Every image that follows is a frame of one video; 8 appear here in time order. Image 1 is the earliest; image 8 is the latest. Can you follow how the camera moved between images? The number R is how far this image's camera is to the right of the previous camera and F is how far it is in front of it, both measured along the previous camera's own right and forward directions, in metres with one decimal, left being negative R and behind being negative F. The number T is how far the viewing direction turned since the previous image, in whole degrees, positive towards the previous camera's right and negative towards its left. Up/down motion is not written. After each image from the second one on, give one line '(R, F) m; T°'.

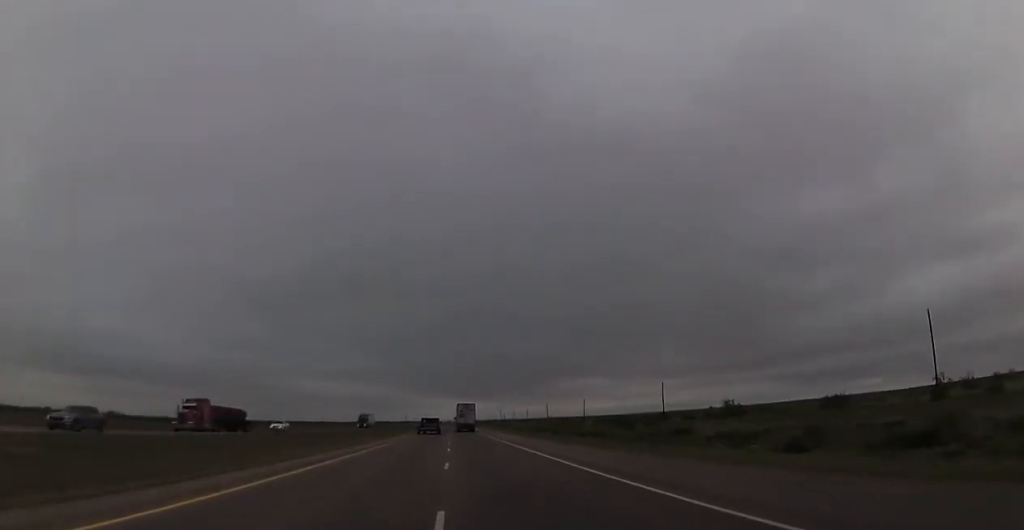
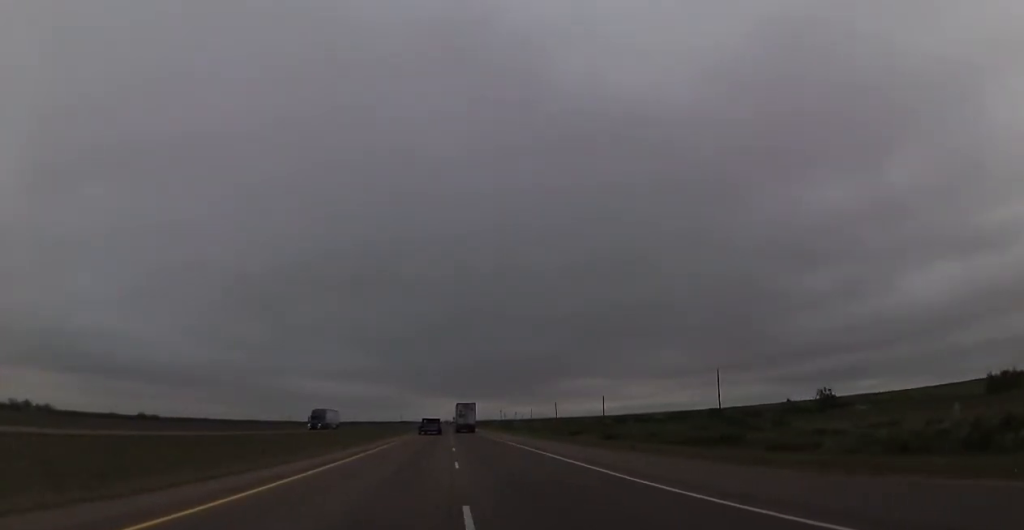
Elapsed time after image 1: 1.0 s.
(+0.2, +35.9) m; 0°
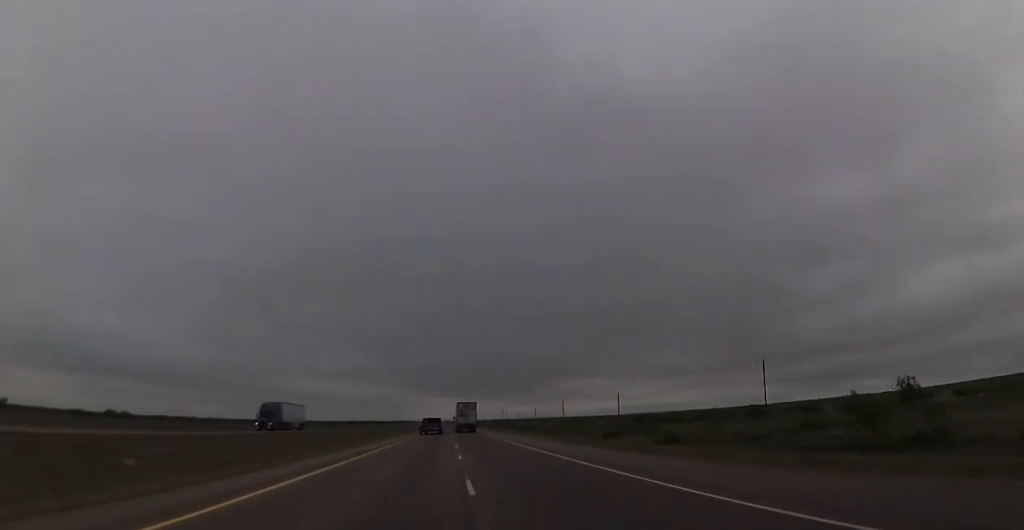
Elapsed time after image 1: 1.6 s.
(0.0, +19.8) m; 0°
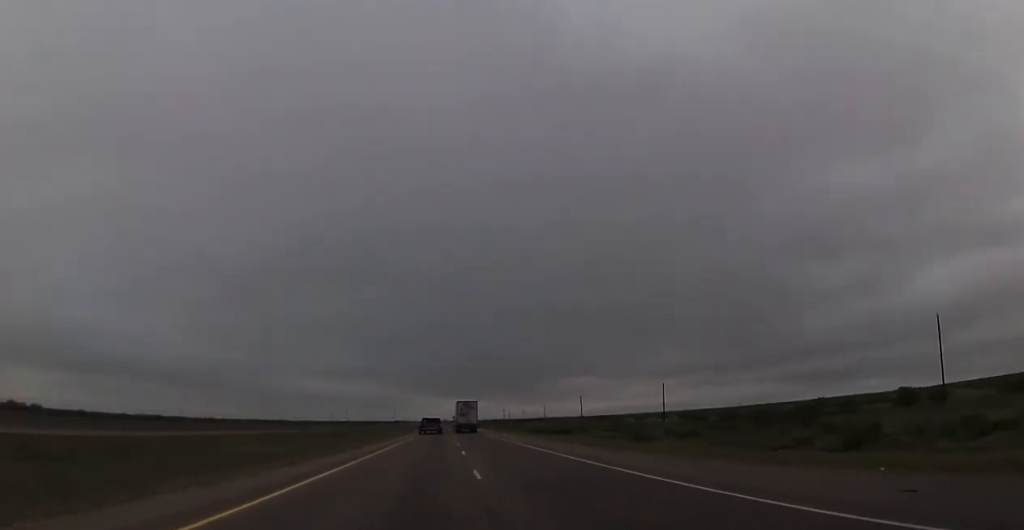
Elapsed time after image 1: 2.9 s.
(+0.3, +45.2) m; +1°
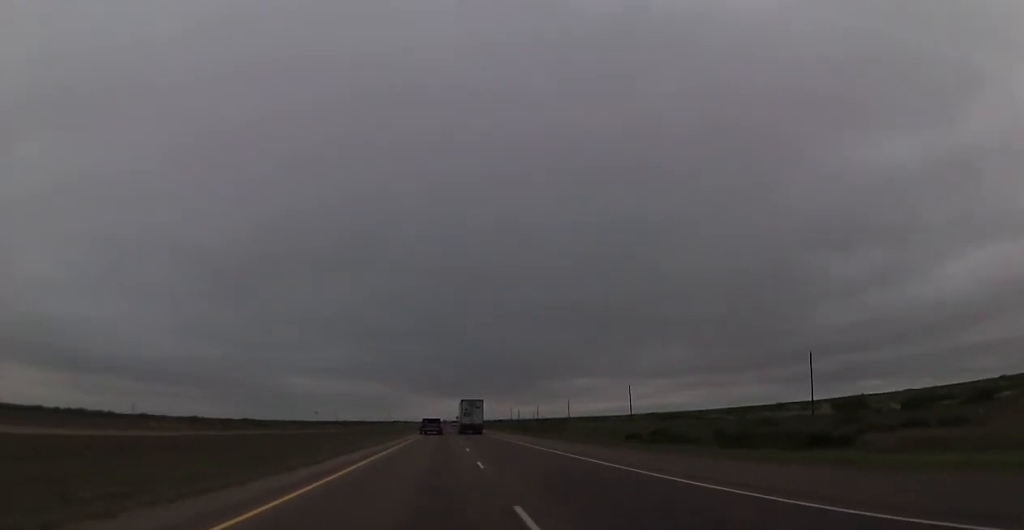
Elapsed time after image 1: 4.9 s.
(-0.3, +69.1) m; 0°
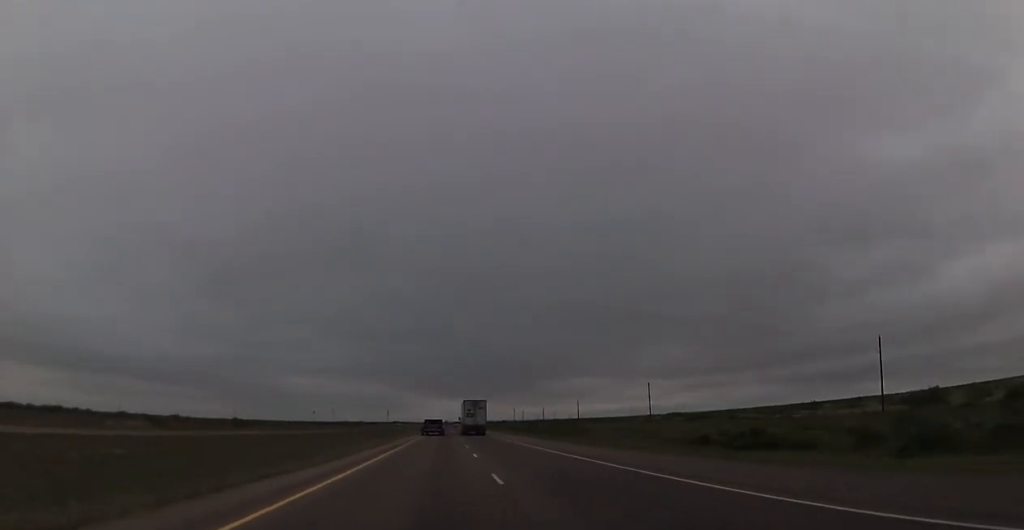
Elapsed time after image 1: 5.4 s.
(-0.1, +17.3) m; 0°
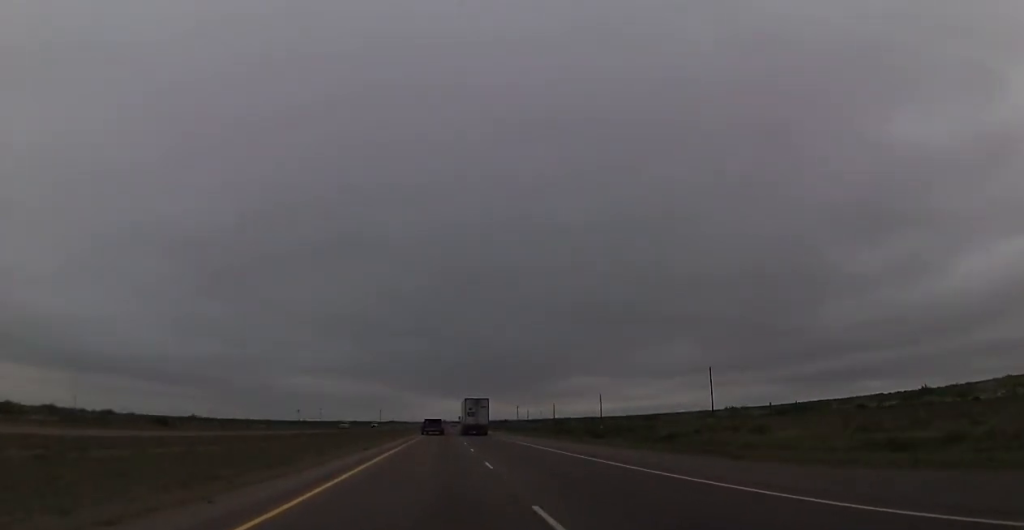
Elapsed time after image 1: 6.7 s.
(+0.4, +43.7) m; 0°
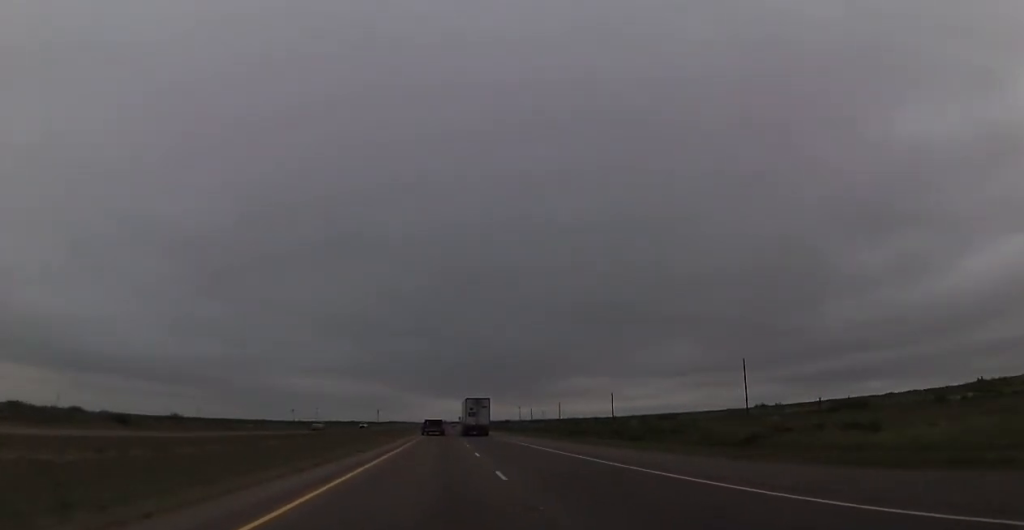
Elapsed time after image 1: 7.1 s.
(-0.2, +16.1) m; 0°
